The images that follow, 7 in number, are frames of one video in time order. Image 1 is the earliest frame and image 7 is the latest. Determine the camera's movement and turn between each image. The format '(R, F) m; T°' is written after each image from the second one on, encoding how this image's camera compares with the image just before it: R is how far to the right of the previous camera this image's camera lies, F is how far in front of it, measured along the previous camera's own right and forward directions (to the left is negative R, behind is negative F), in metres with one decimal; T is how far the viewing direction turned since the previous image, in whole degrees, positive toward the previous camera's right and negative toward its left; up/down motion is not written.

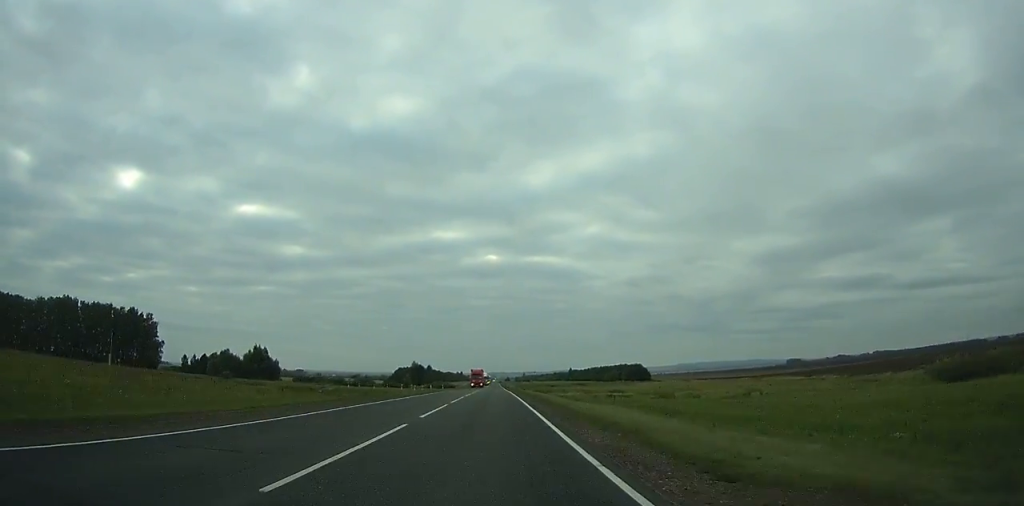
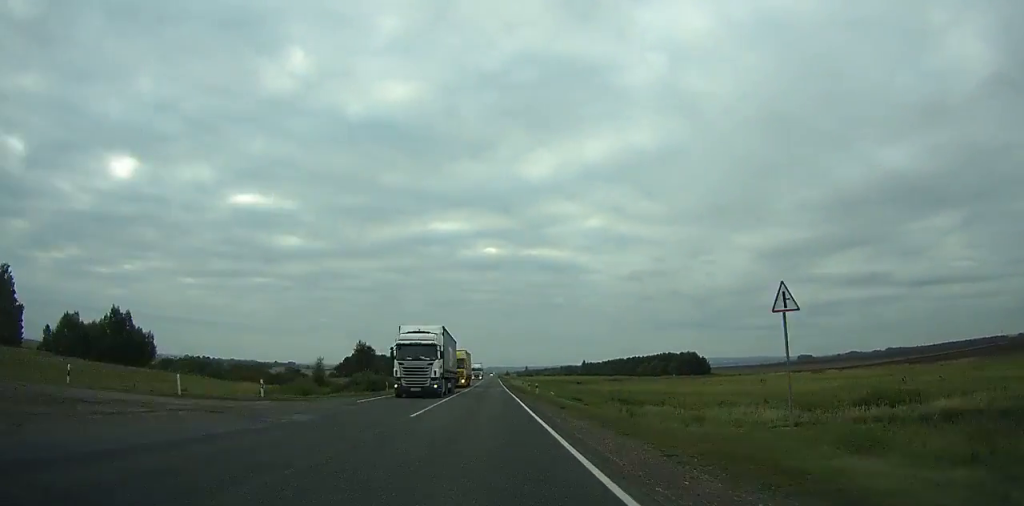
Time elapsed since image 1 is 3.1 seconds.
(-0.3, +92.2) m; 0°
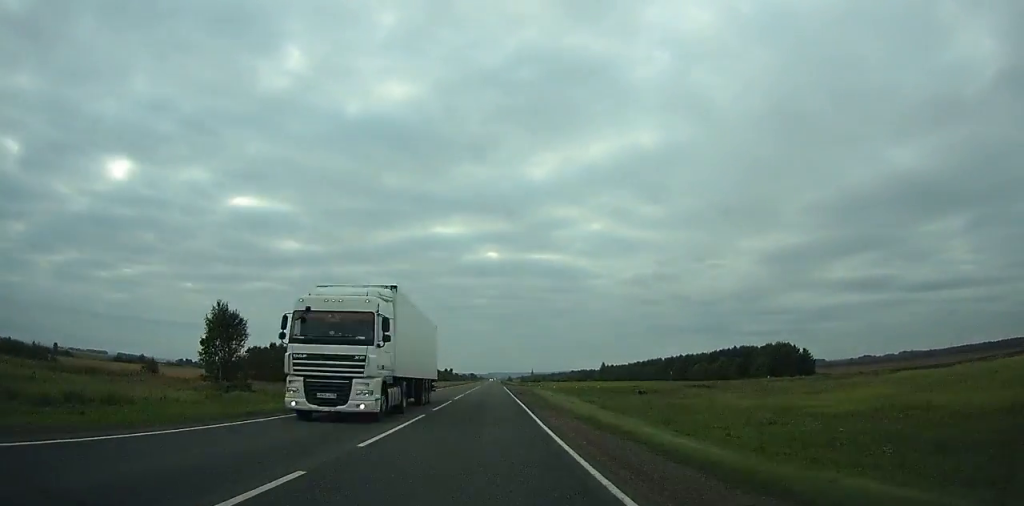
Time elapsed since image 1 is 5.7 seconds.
(-0.4, +76.4) m; 0°
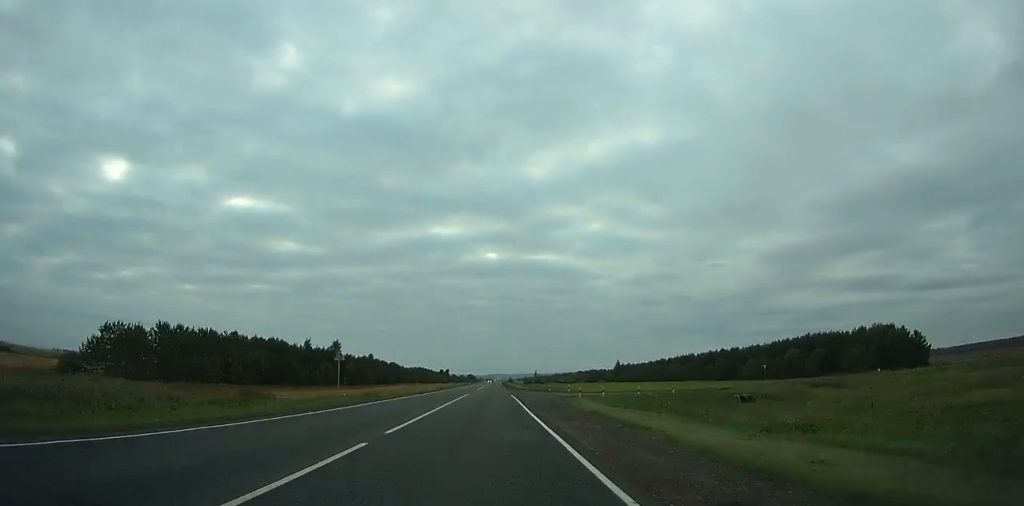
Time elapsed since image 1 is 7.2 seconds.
(-0.1, +43.8) m; 0°
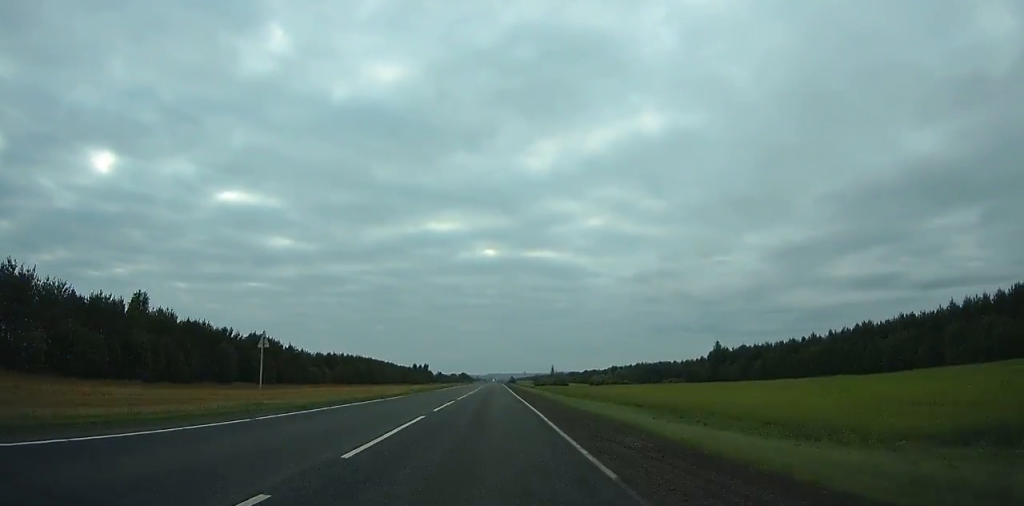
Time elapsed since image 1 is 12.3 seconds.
(+0.3, +148.8) m; 0°
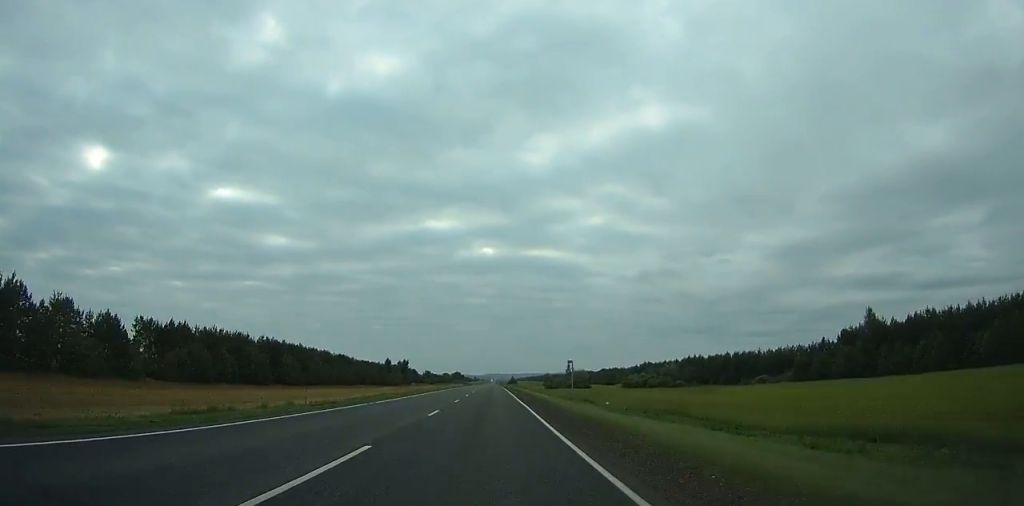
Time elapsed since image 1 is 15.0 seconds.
(+0.2, +78.0) m; 0°
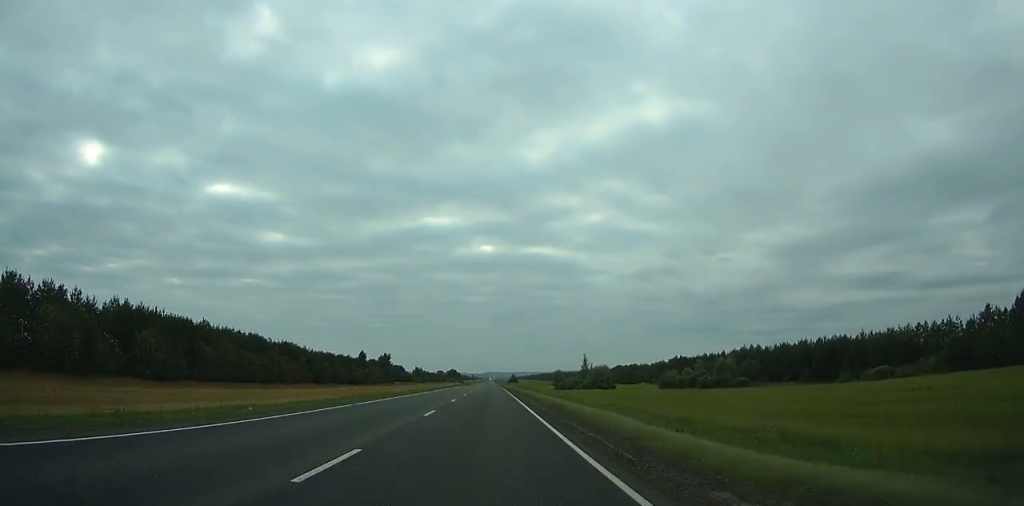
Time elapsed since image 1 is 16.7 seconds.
(0.0, +48.7) m; 0°
